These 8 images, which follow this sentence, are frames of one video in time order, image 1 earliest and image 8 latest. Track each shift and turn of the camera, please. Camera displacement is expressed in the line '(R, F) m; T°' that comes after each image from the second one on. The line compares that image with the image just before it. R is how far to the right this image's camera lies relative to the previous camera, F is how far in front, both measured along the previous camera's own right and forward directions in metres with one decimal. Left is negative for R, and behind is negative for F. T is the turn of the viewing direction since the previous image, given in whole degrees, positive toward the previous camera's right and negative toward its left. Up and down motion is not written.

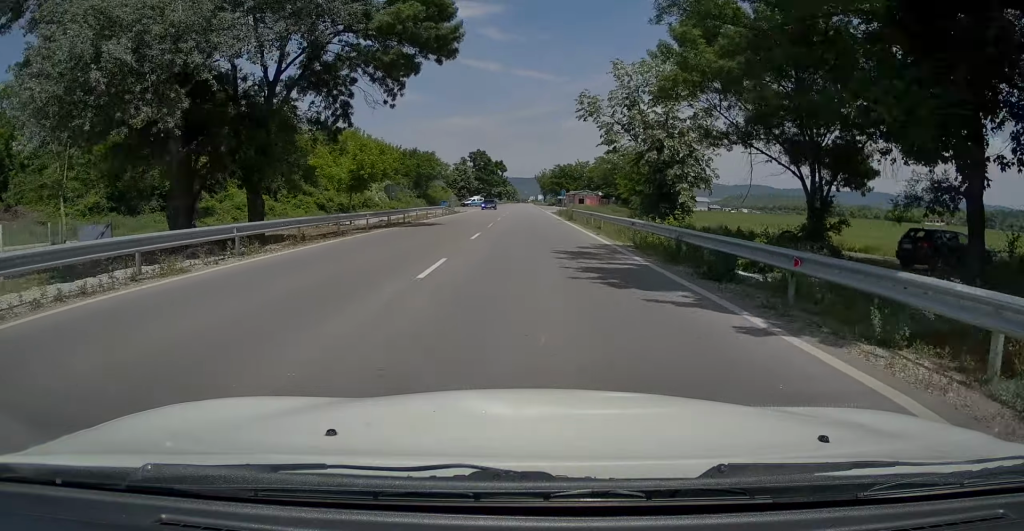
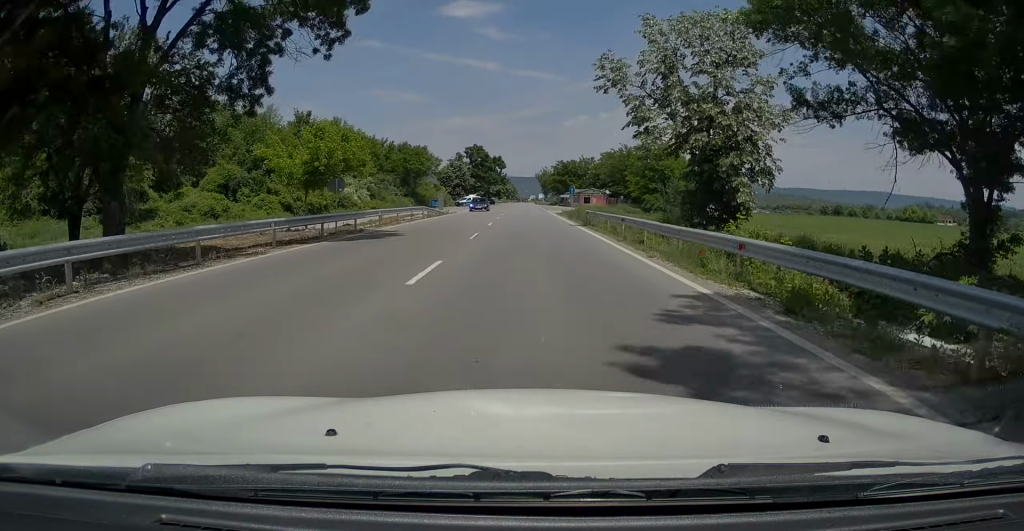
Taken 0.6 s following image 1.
(0.0, +9.8) m; 0°
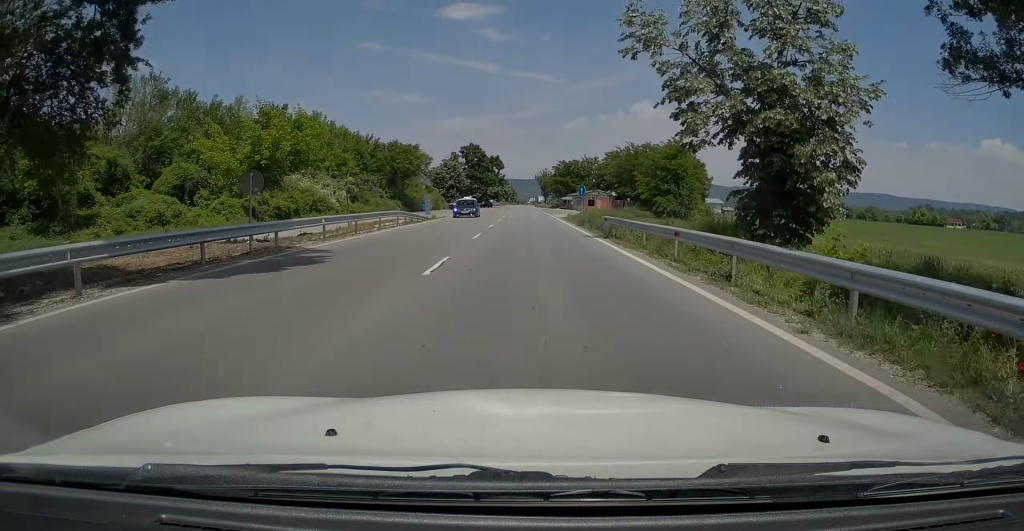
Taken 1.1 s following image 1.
(0.0, +7.7) m; 0°
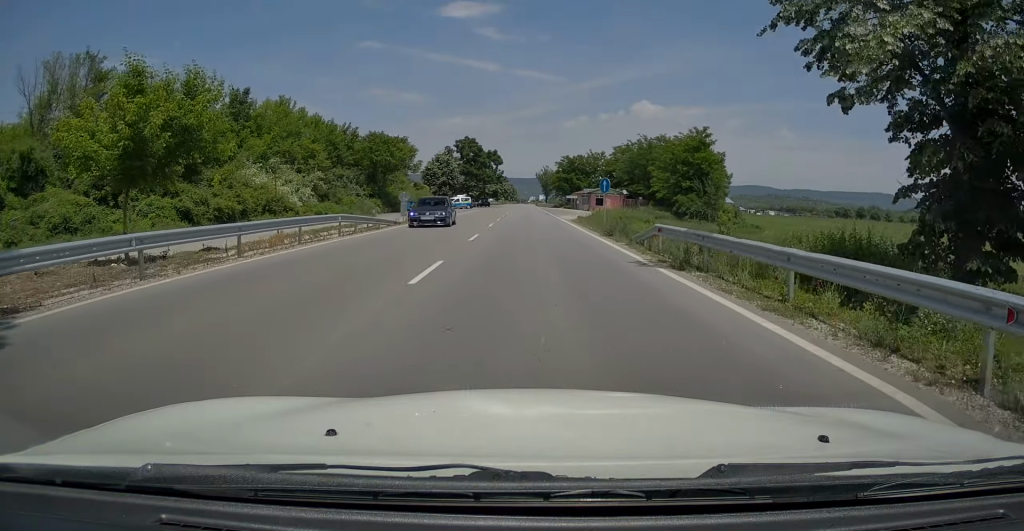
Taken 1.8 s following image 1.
(0.0, +10.1) m; 0°
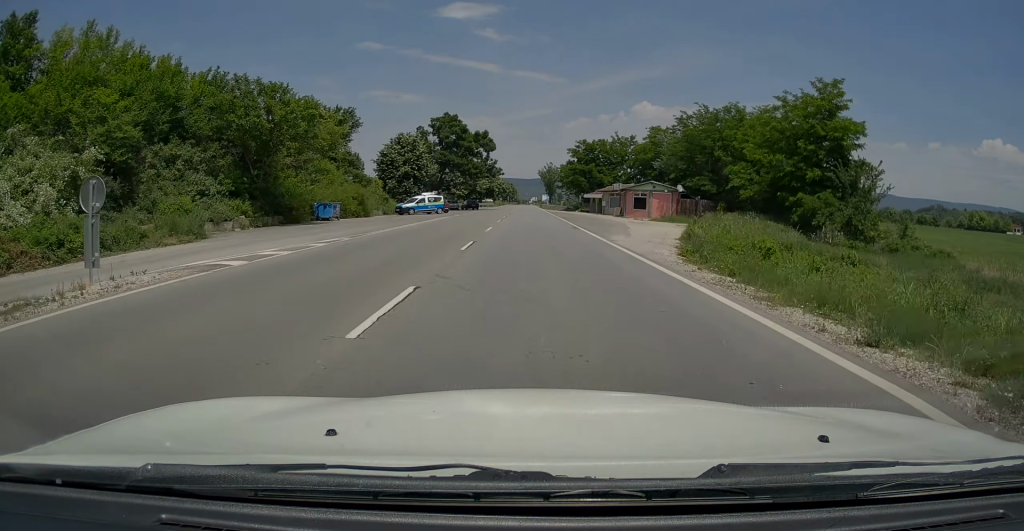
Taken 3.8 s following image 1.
(-0.1, +30.2) m; 0°
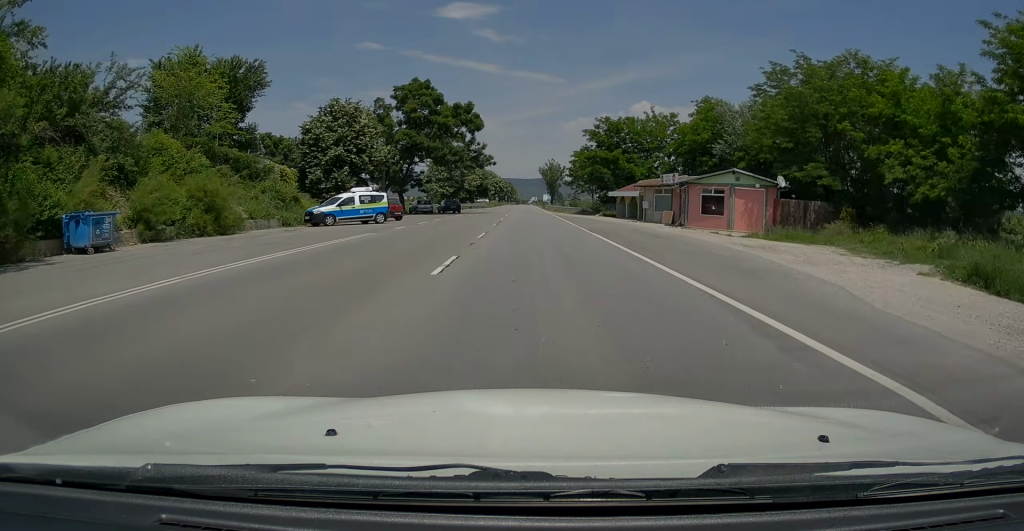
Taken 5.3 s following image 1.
(-0.2, +22.8) m; -1°
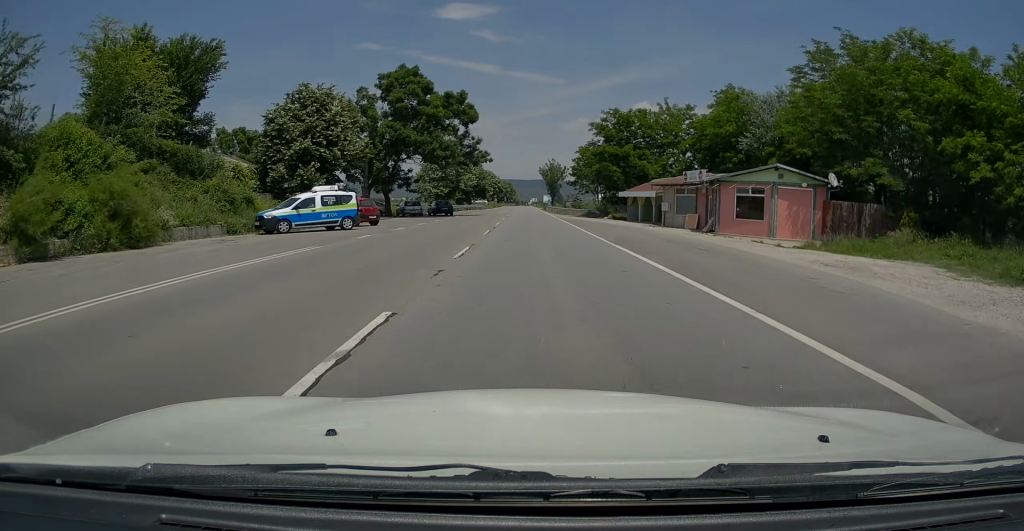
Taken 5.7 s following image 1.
(0.0, +6.1) m; 0°
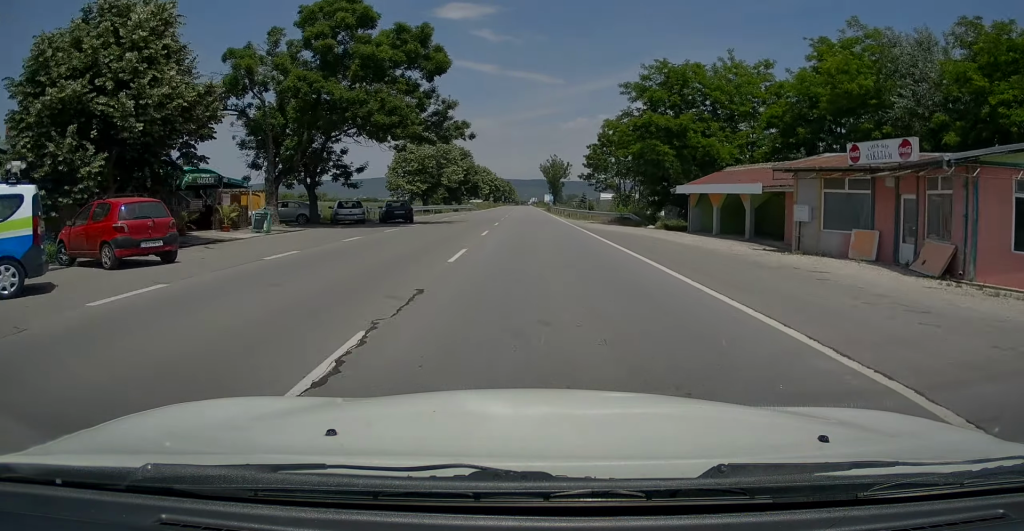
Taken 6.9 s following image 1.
(+0.2, +18.9) m; 0°
